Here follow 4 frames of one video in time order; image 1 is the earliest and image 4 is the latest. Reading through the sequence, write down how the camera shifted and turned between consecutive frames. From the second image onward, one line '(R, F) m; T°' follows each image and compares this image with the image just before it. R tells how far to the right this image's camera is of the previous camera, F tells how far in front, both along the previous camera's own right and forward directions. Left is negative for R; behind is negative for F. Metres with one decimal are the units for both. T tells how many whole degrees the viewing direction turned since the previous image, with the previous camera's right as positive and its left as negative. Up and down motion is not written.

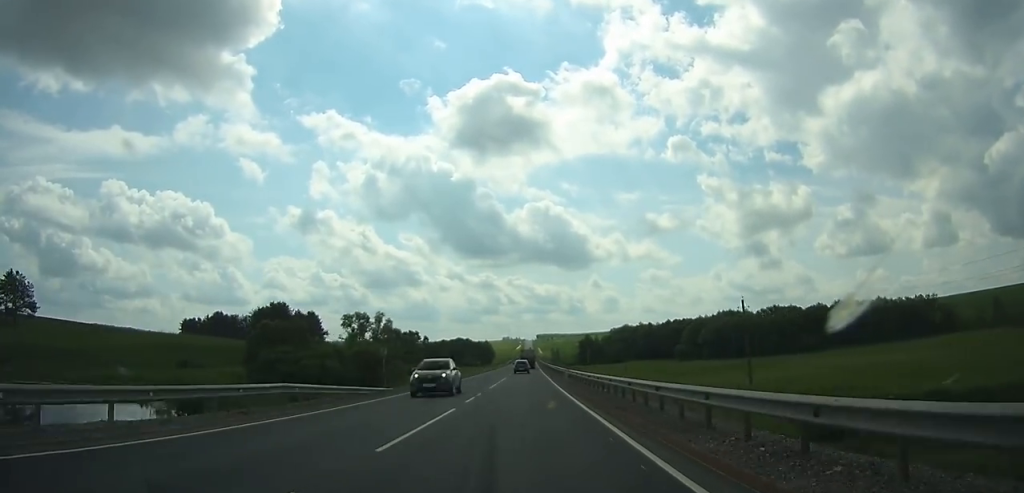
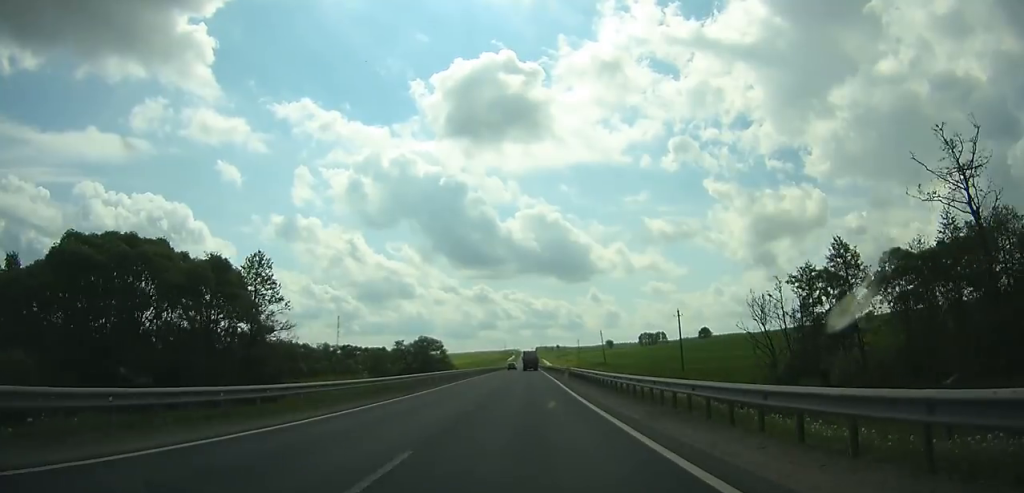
(+0.7, +260.0) m; 0°
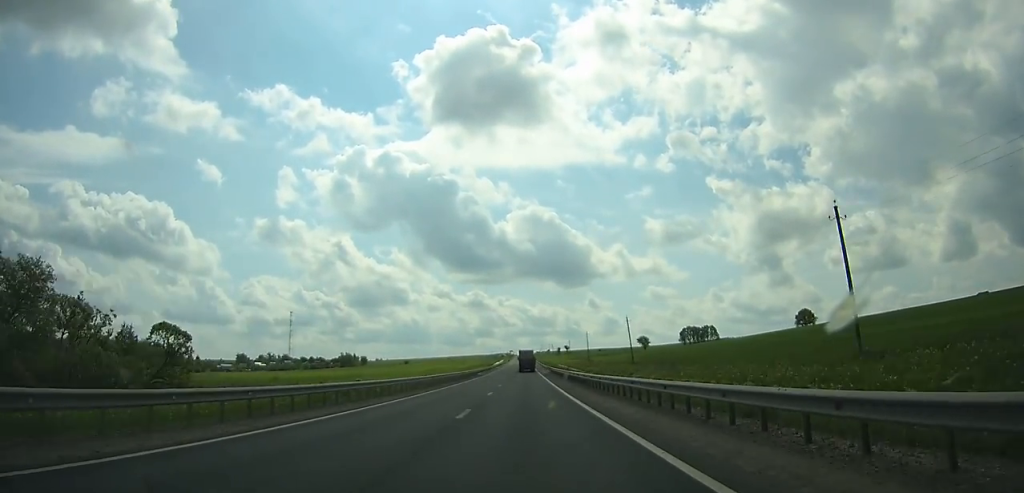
(+0.3, +192.3) m; 0°
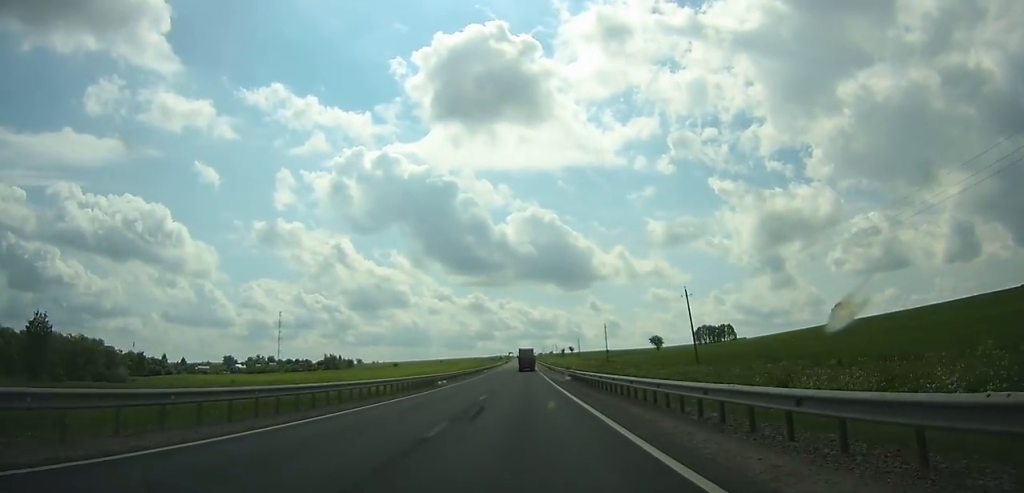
(+0.1, +39.9) m; 0°
